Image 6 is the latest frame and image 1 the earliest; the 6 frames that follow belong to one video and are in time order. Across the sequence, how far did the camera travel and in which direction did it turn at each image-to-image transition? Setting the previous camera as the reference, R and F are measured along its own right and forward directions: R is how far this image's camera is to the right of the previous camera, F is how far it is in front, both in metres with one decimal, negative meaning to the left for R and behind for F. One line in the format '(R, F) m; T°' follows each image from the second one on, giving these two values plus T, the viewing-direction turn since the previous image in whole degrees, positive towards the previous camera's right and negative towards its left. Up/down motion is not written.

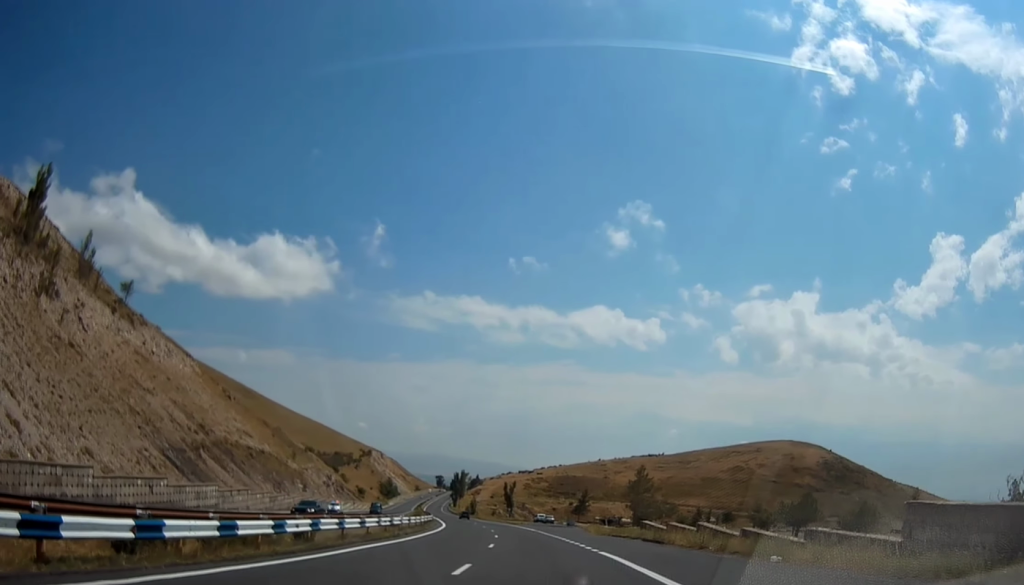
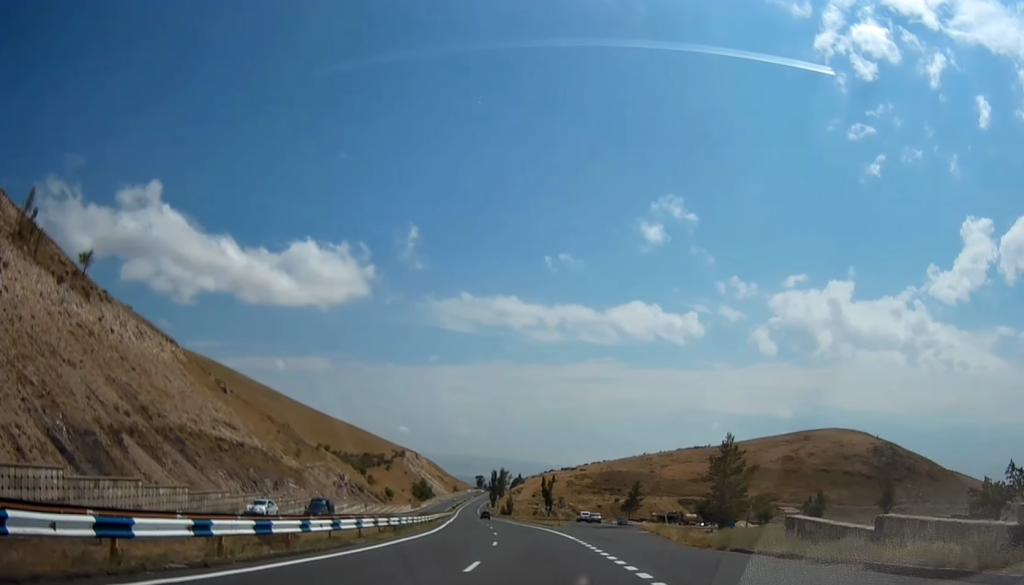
(-0.2, +22.8) m; -3°
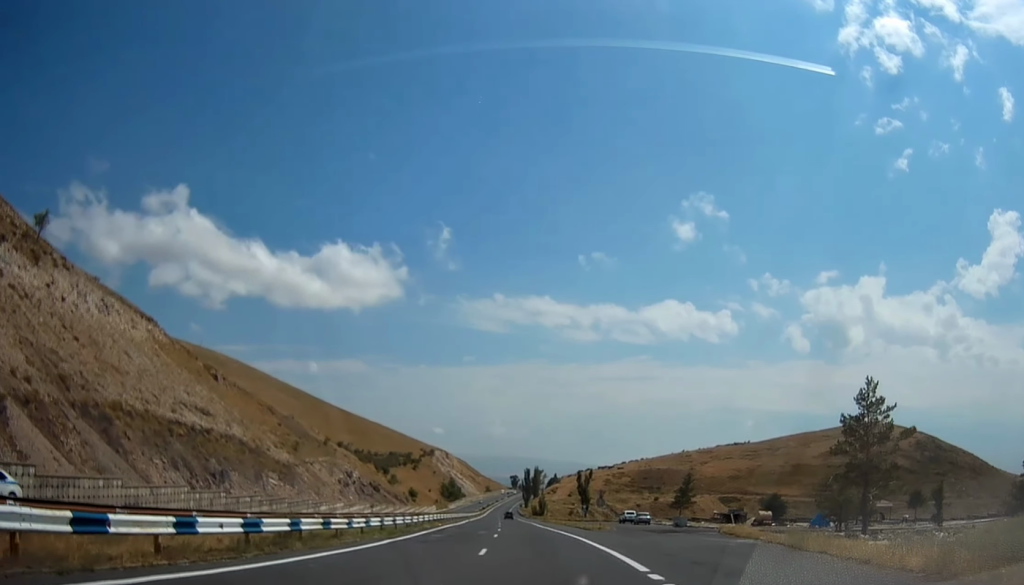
(-0.7, +19.2) m; -5°
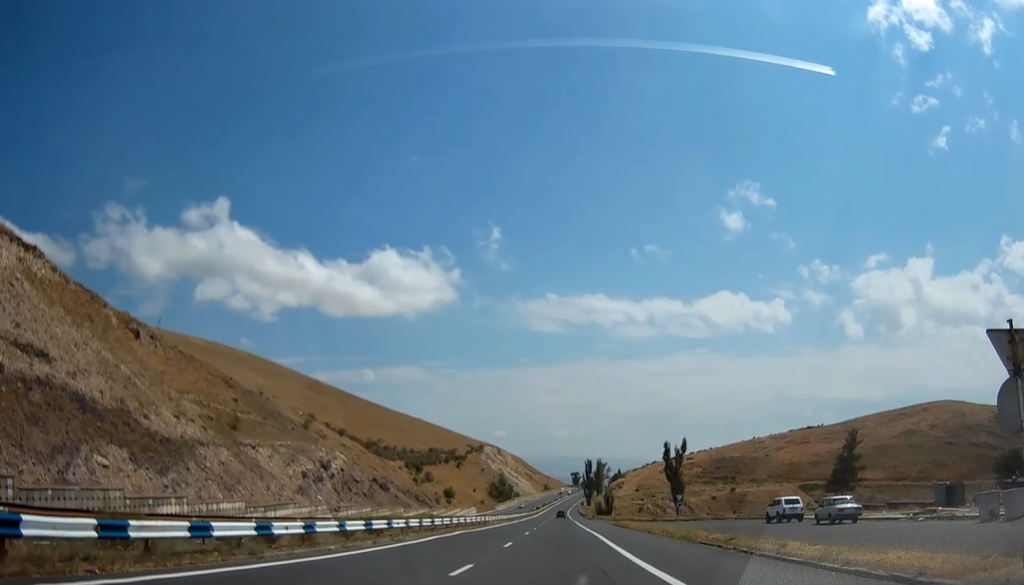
(-3.6, +44.3) m; -8°
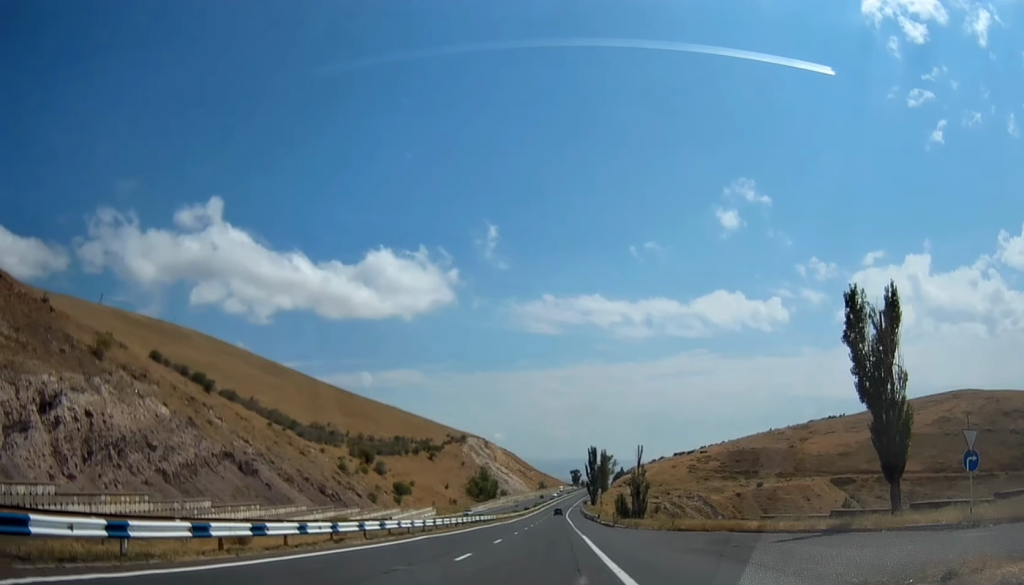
(-1.7, +55.9) m; -2°
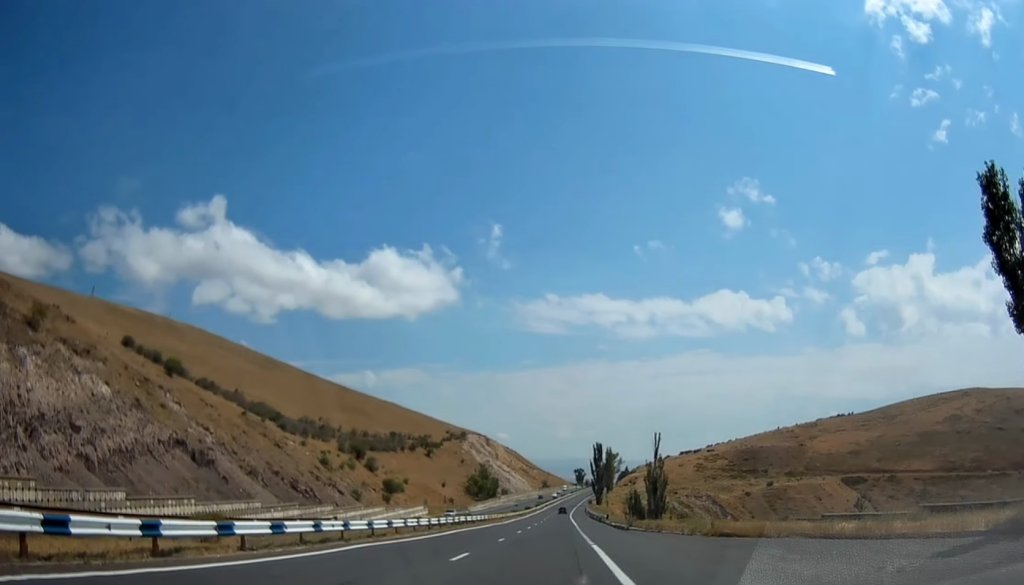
(+0.1, +10.8) m; 0°
